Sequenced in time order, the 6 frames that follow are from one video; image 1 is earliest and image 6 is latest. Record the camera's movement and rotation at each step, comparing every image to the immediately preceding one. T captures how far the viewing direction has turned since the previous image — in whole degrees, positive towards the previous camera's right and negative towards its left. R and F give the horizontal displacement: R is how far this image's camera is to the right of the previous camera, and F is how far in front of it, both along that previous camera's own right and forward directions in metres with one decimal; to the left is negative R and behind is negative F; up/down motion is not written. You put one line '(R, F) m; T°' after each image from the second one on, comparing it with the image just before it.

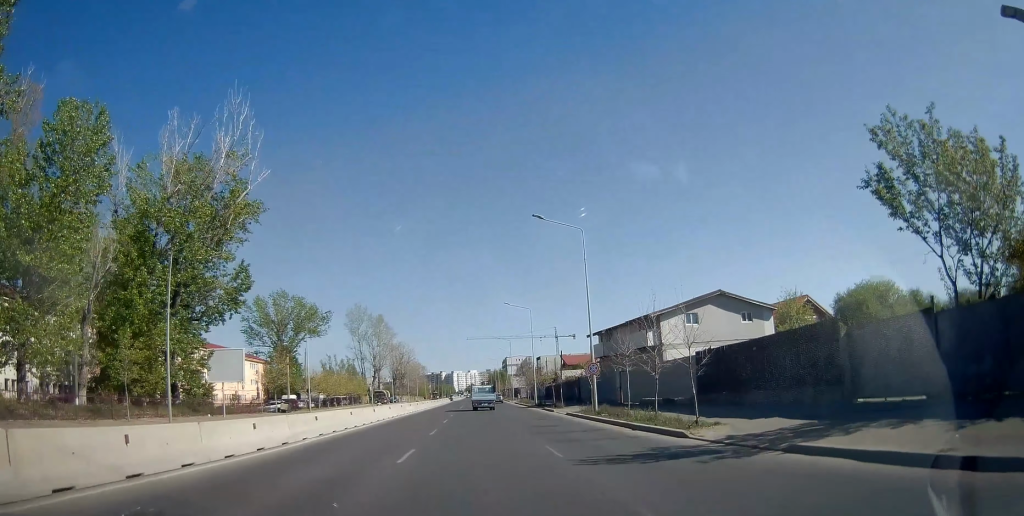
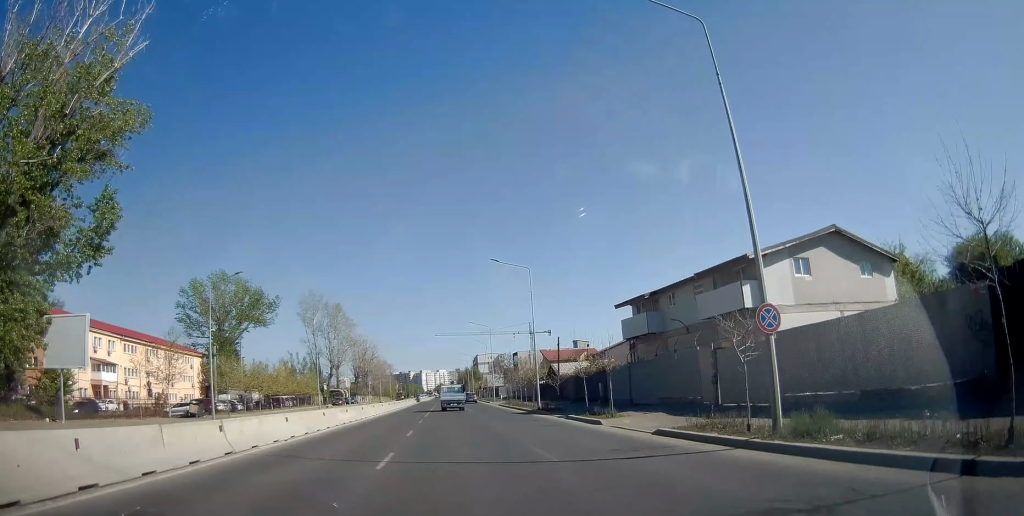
(+0.6, +19.3) m; +4°
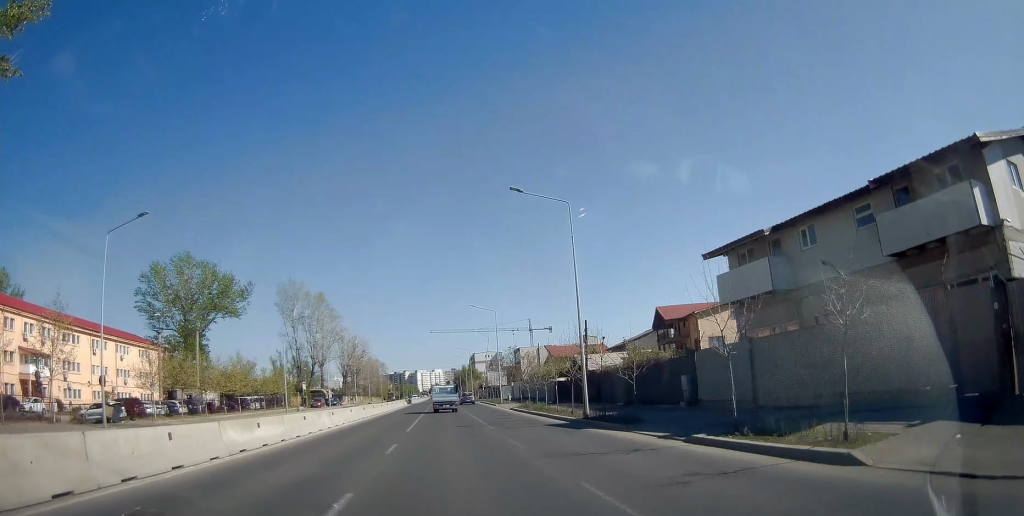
(+0.4, +14.6) m; +2°
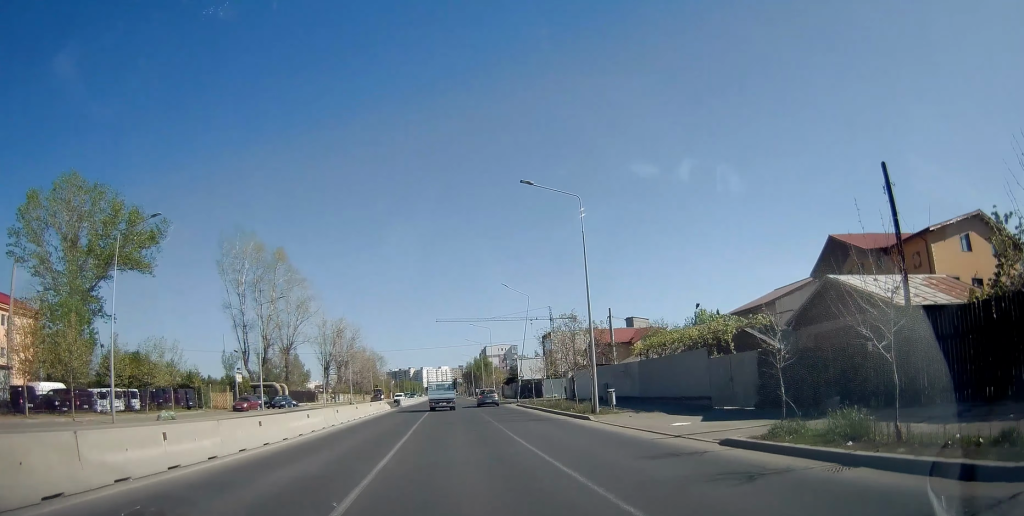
(+0.1, +37.1) m; 0°
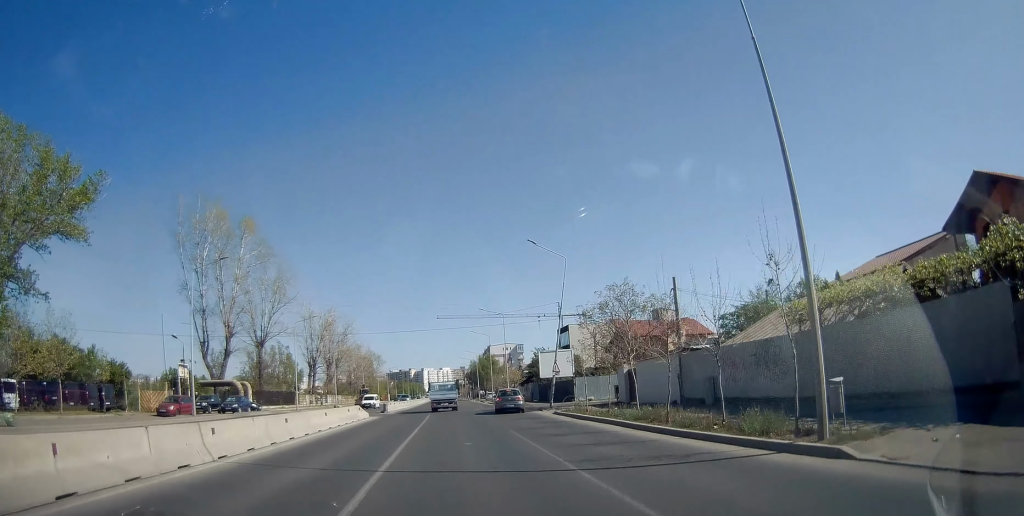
(0.0, +16.0) m; 0°
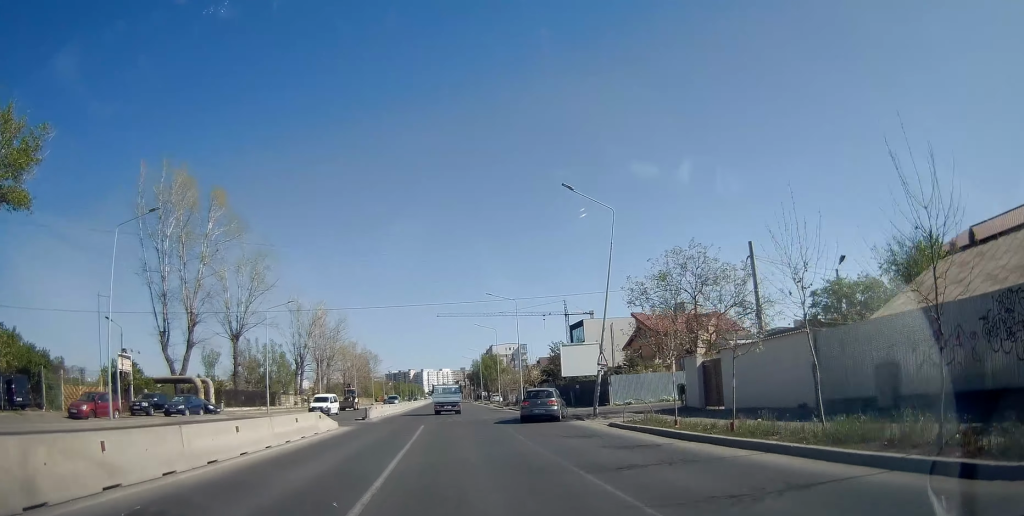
(-0.1, +11.0) m; 0°
